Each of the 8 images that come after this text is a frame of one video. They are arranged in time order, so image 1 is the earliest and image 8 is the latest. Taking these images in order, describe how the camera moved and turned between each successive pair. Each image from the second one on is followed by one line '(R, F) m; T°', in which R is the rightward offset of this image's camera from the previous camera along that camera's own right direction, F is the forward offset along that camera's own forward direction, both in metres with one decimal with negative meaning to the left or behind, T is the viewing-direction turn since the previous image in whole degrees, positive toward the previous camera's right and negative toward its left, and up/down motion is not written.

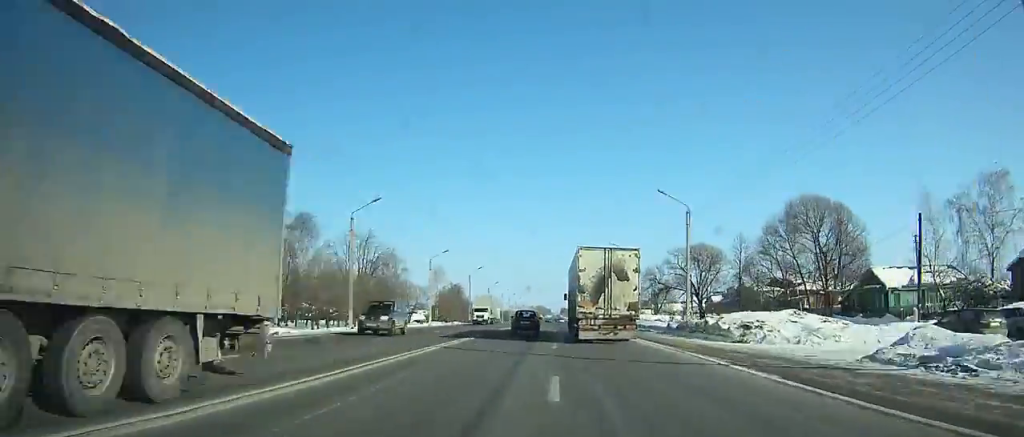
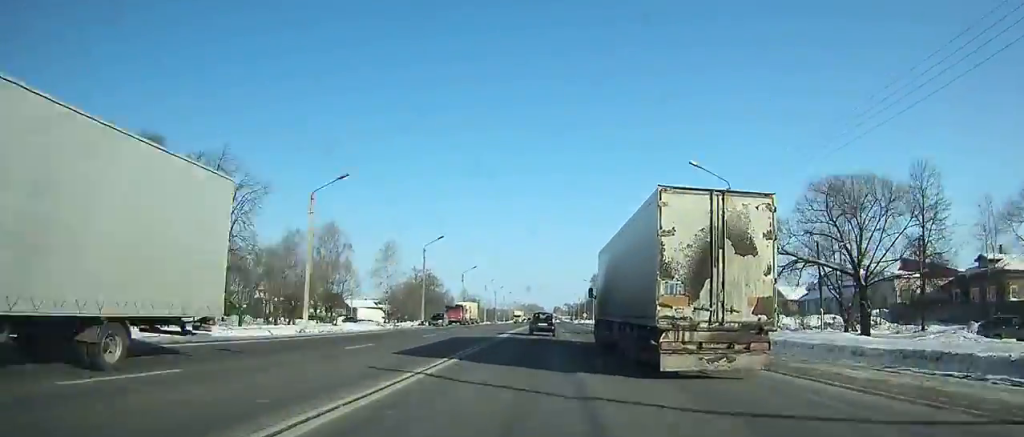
(+0.1, +41.7) m; +1°
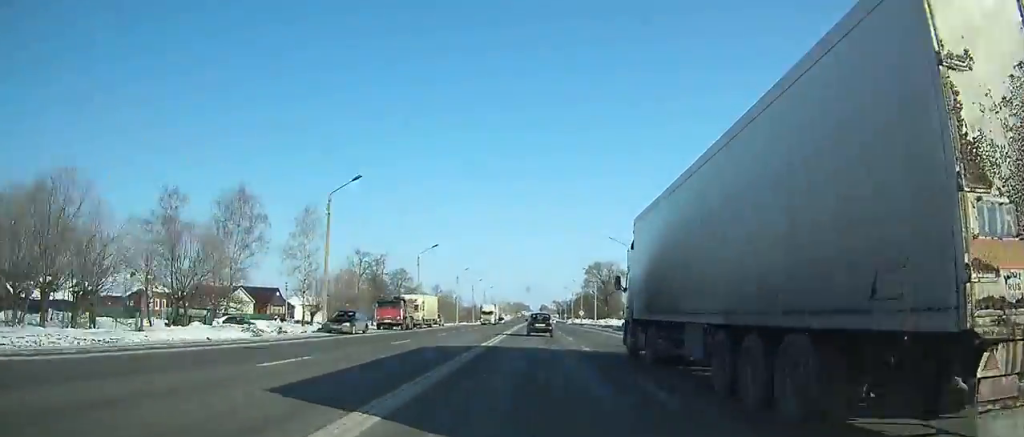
(+0.1, +28.8) m; +1°
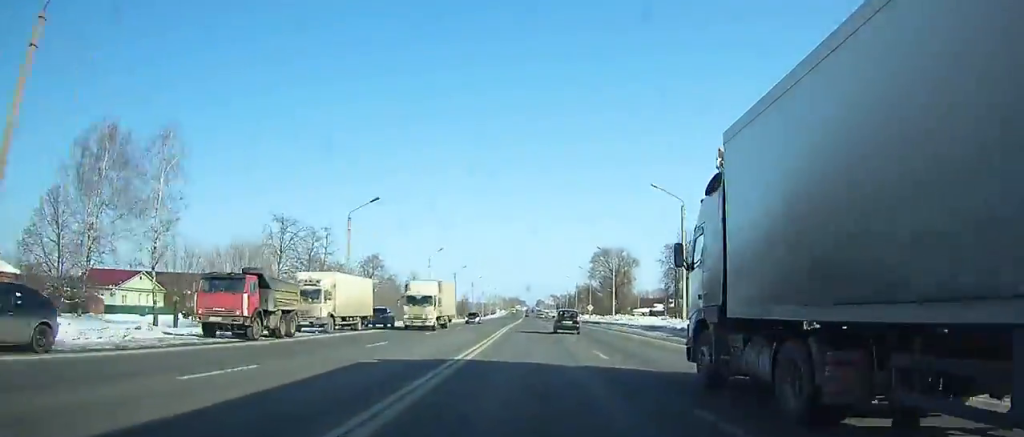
(+0.3, +27.1) m; 0°
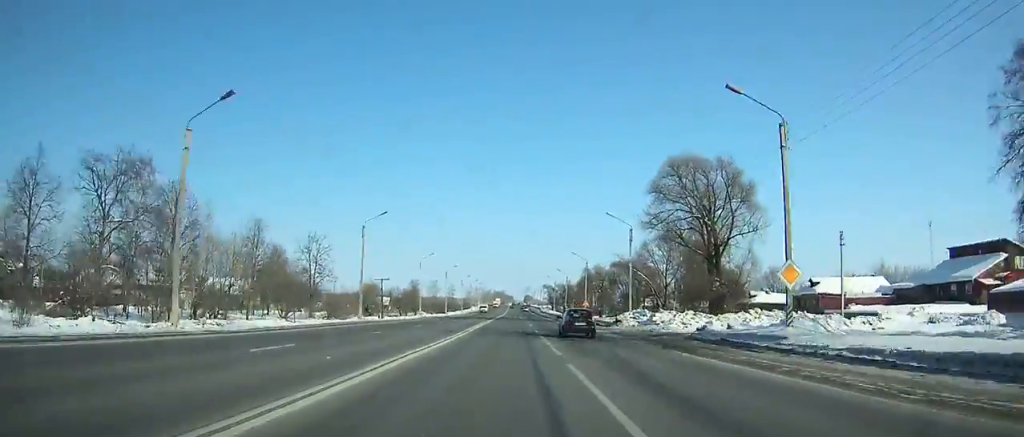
(+0.7, +89.0) m; +1°
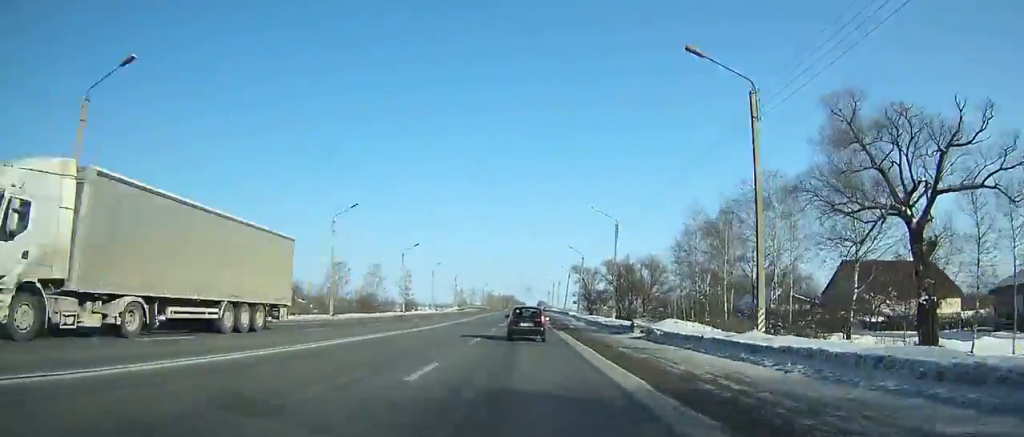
(-0.5, +147.9) m; -1°
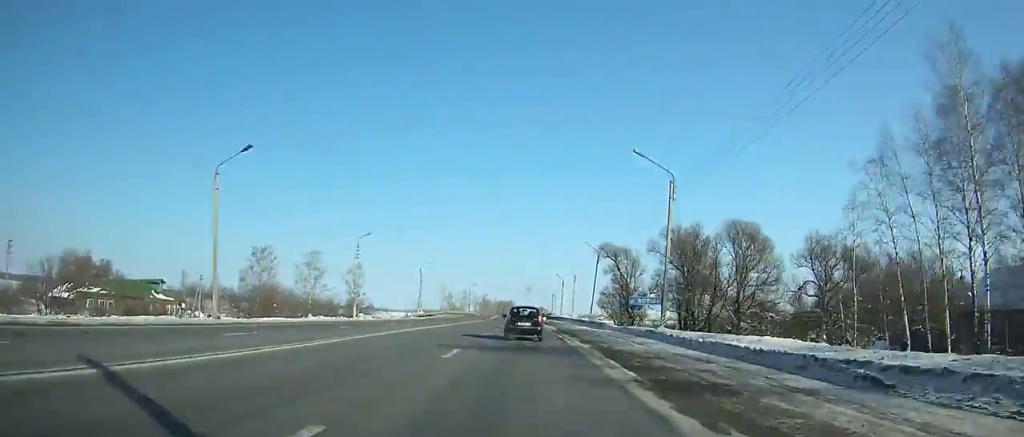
(-0.2, +56.2) m; 0°
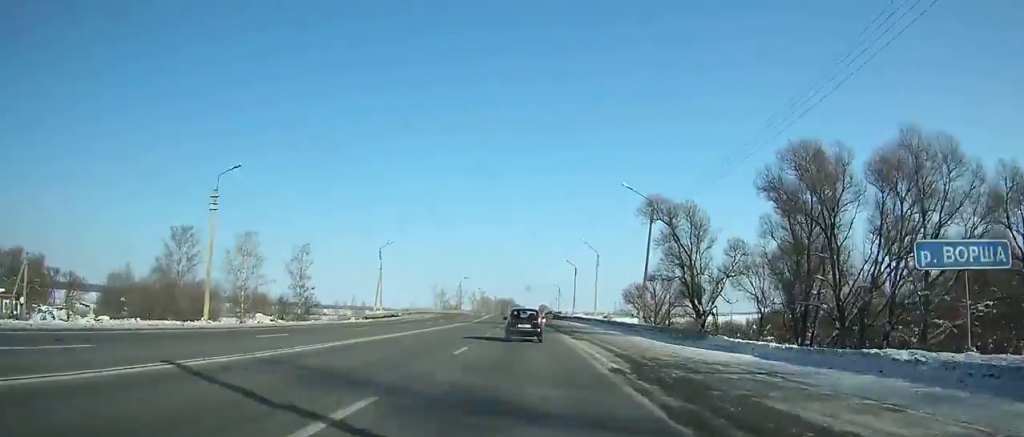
(0.0, +33.9) m; 0°
